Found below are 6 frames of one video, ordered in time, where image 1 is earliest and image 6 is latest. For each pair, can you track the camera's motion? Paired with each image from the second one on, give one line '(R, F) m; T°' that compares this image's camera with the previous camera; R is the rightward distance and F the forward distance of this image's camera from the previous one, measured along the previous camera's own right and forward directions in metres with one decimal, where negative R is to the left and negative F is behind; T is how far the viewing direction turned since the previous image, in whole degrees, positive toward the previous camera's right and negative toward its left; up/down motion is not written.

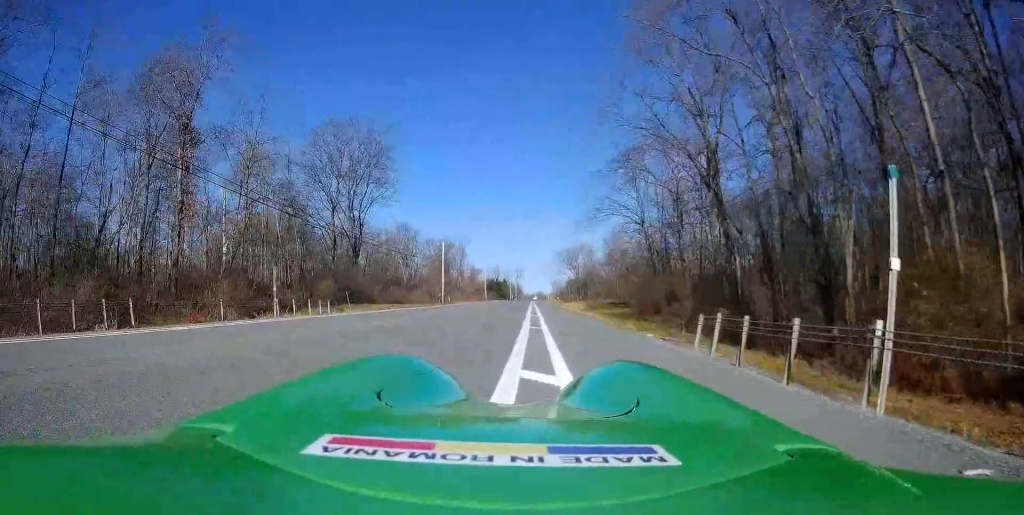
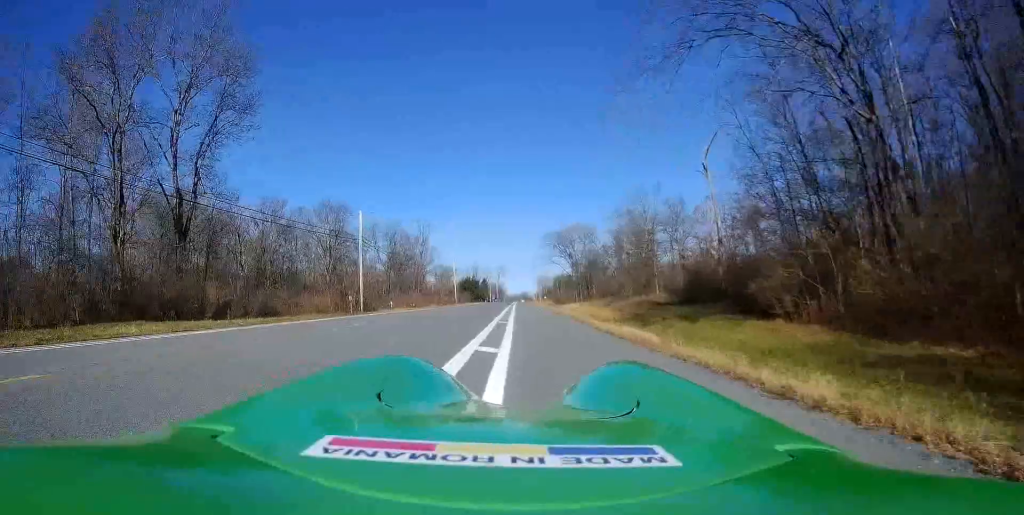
(-1.1, +33.5) m; -3°
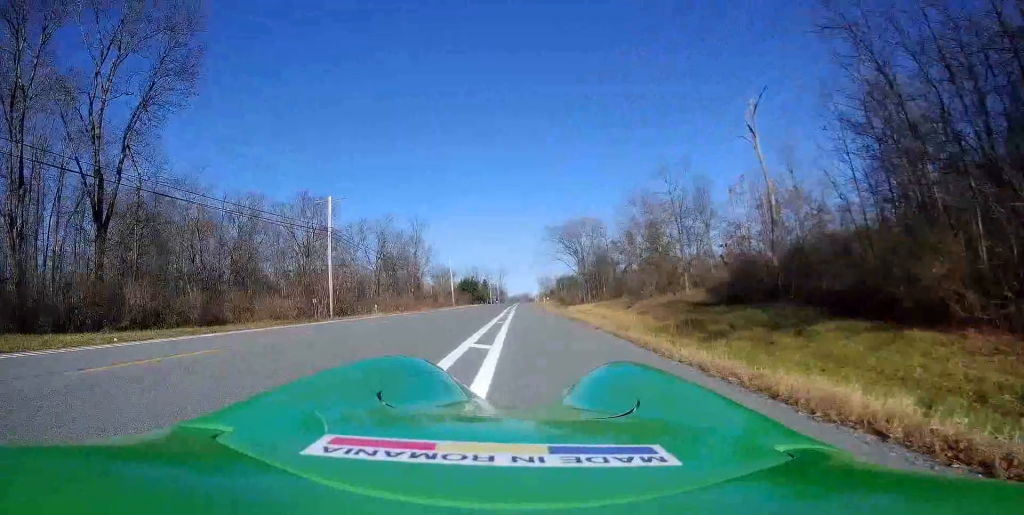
(-0.3, +8.4) m; -1°
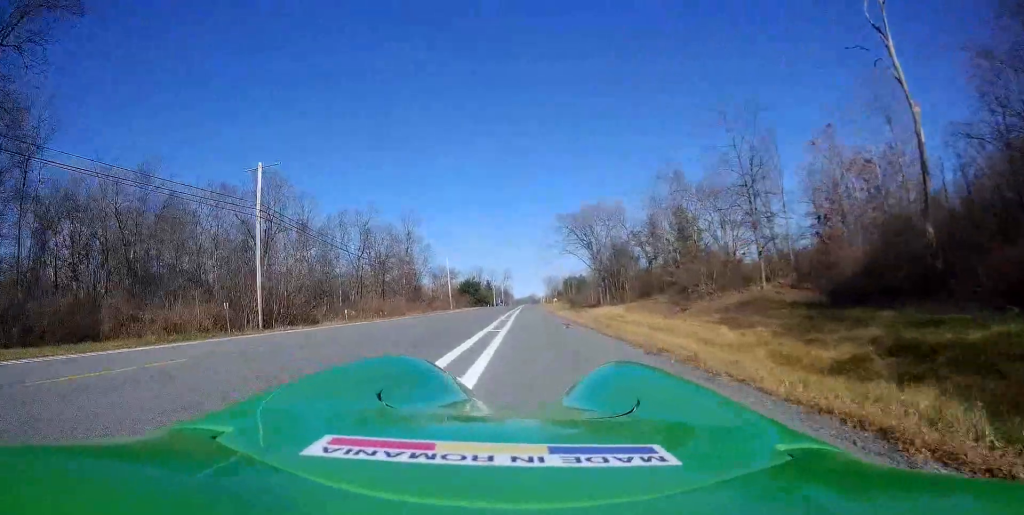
(+0.4, +12.4) m; +4°
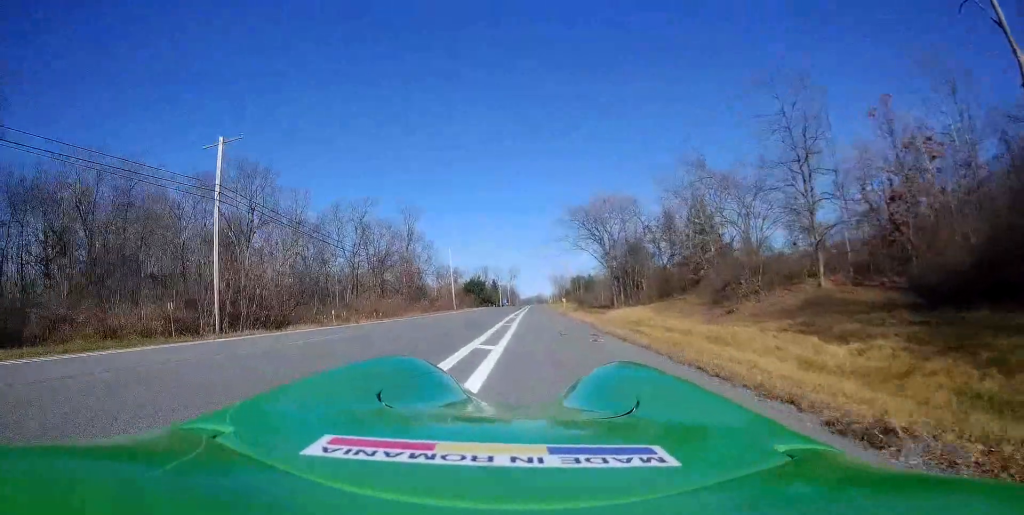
(0.0, +5.0) m; +1°
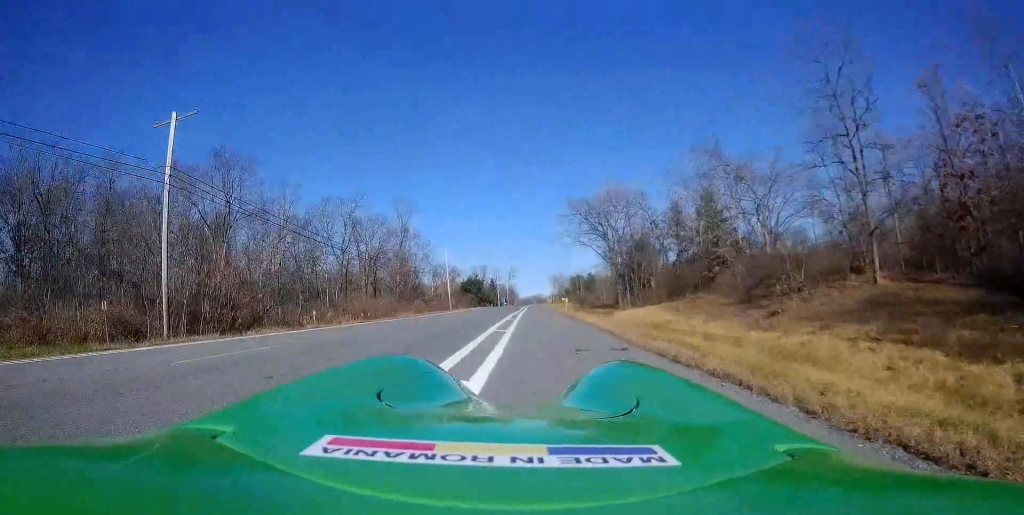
(0.0, +3.9) m; 0°
